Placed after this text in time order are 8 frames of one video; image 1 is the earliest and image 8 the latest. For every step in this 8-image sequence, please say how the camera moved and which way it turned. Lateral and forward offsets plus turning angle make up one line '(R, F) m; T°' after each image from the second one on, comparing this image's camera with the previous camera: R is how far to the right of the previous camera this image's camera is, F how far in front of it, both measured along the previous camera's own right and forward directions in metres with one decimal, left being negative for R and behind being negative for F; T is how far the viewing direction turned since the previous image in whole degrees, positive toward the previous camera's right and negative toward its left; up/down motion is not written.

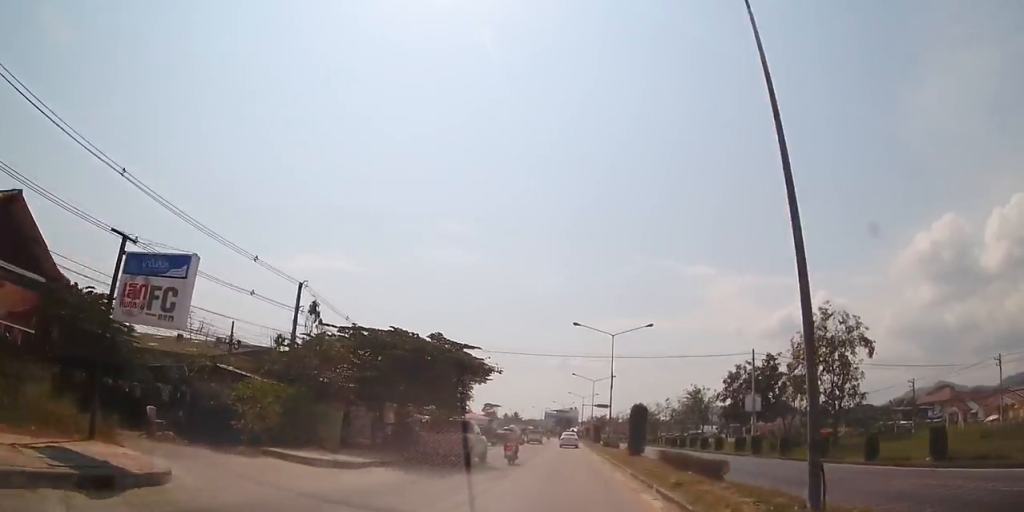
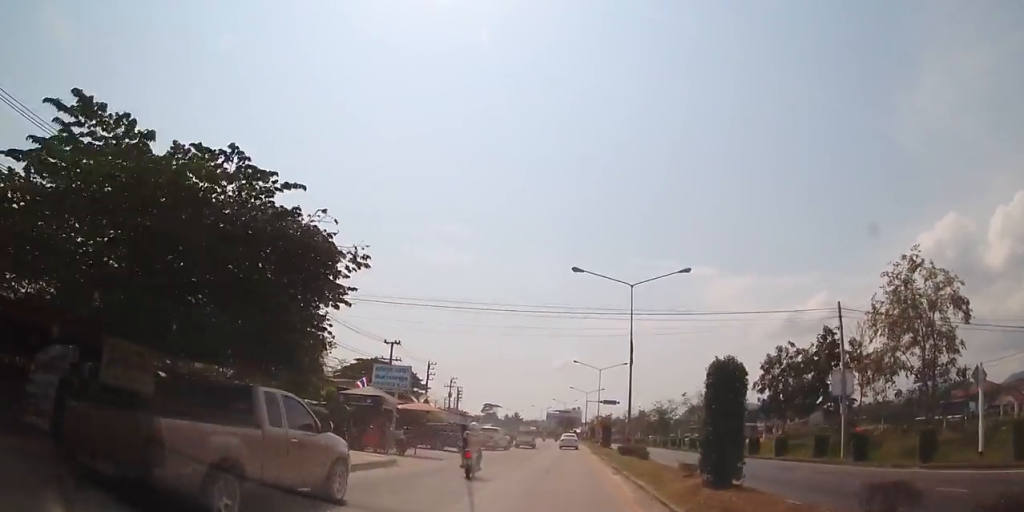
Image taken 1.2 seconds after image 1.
(+0.1, +15.0) m; 0°
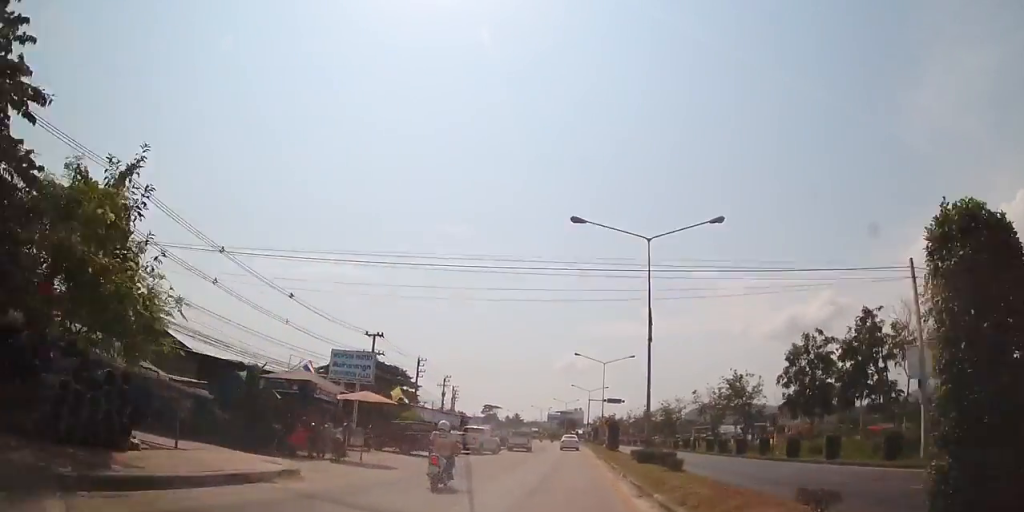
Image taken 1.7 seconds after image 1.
(0.0, +7.1) m; 0°
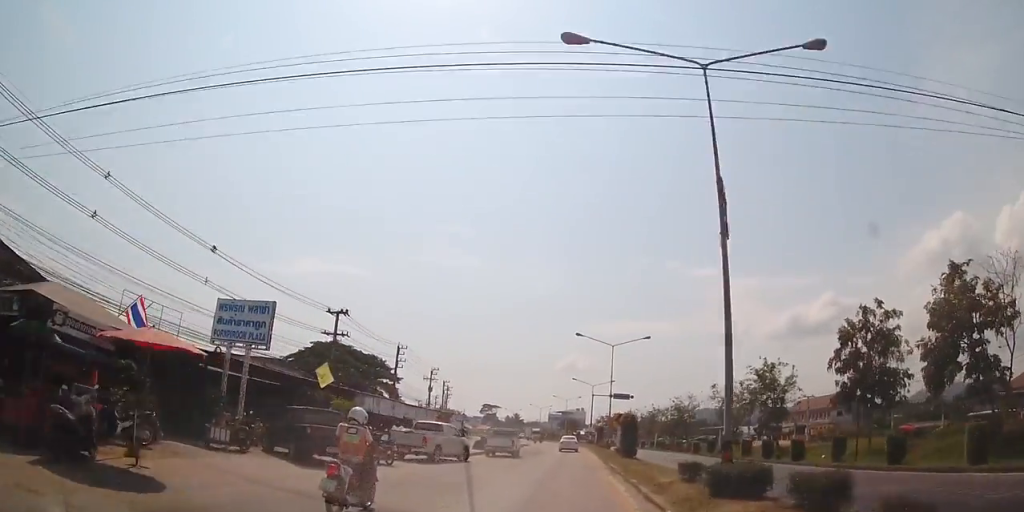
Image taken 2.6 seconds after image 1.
(-0.1, +11.0) m; 0°
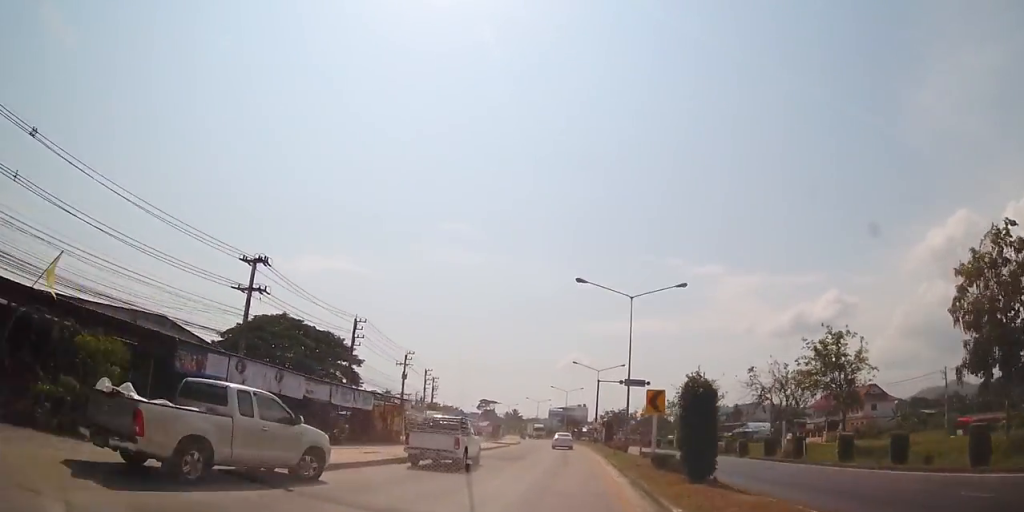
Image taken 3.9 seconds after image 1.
(+0.1, +15.4) m; +3°
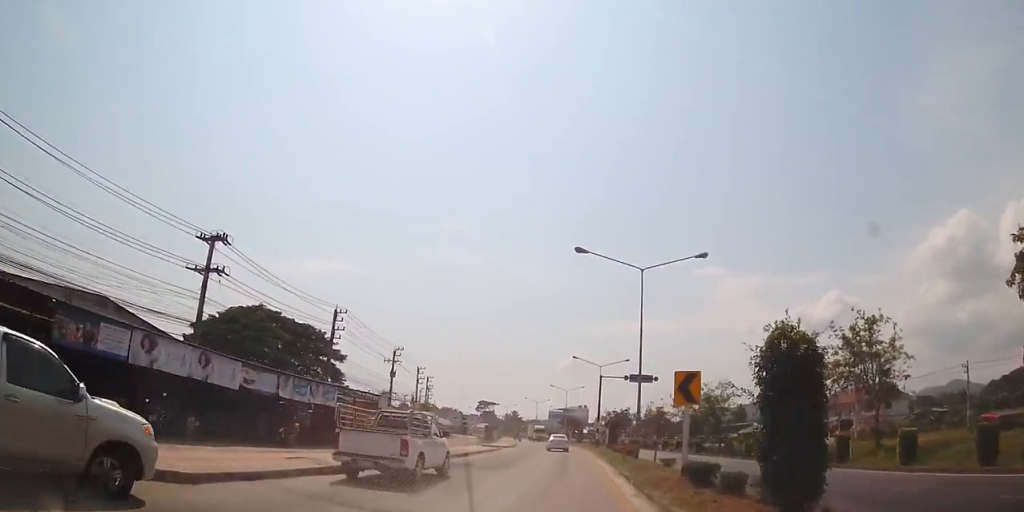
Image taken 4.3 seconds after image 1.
(+0.2, +5.2) m; 0°
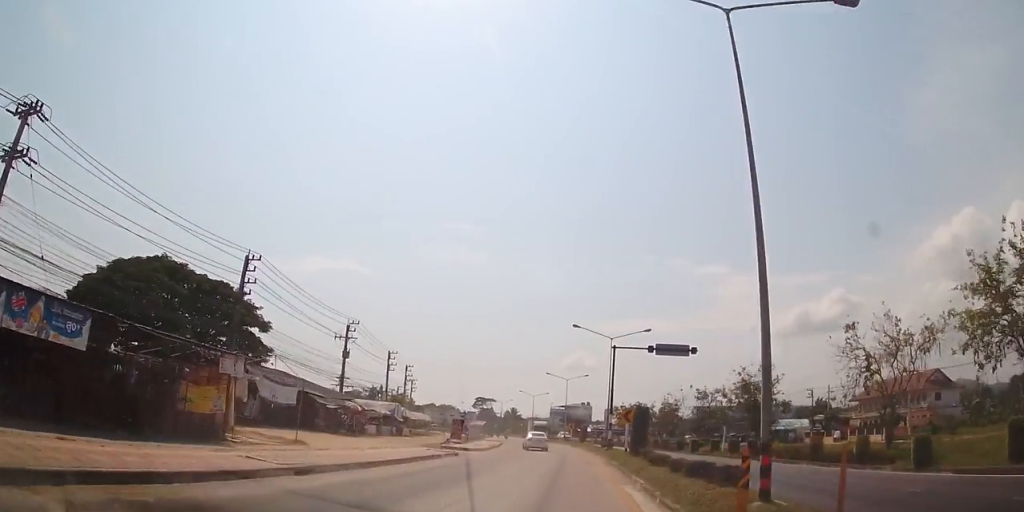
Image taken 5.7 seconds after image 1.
(-0.4, +15.8) m; -4°
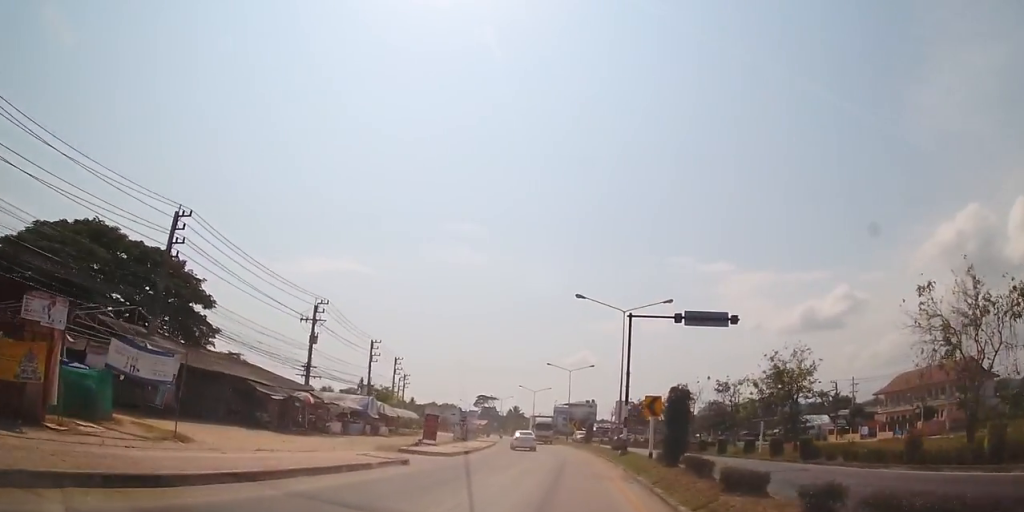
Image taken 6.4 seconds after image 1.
(-0.1, +8.0) m; 0°
